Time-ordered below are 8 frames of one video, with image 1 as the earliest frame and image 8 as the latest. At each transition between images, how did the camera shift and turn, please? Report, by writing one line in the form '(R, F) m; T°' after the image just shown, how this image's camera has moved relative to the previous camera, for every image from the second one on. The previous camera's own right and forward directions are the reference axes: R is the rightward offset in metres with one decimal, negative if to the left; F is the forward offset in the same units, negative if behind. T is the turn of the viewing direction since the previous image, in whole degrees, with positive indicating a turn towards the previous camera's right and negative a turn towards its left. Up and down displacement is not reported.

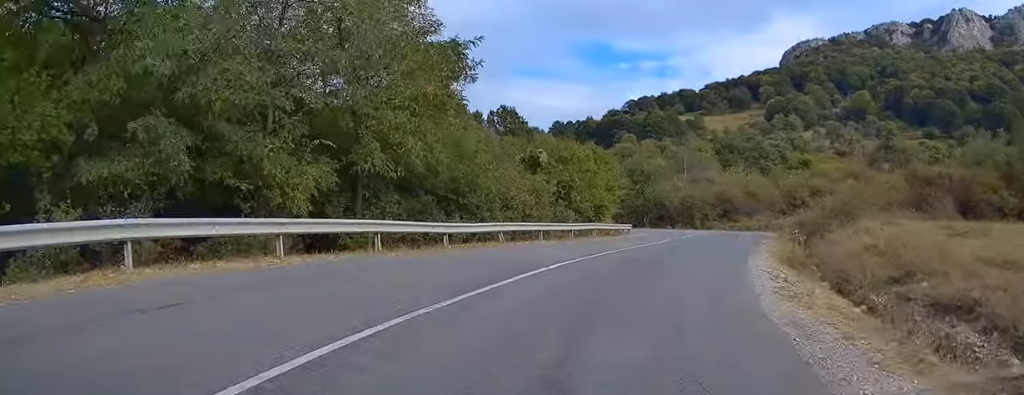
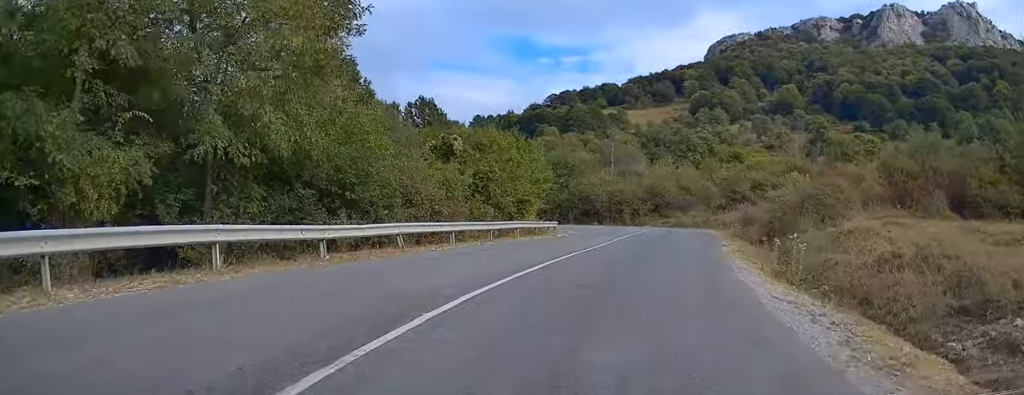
(+0.2, +5.0) m; +9°
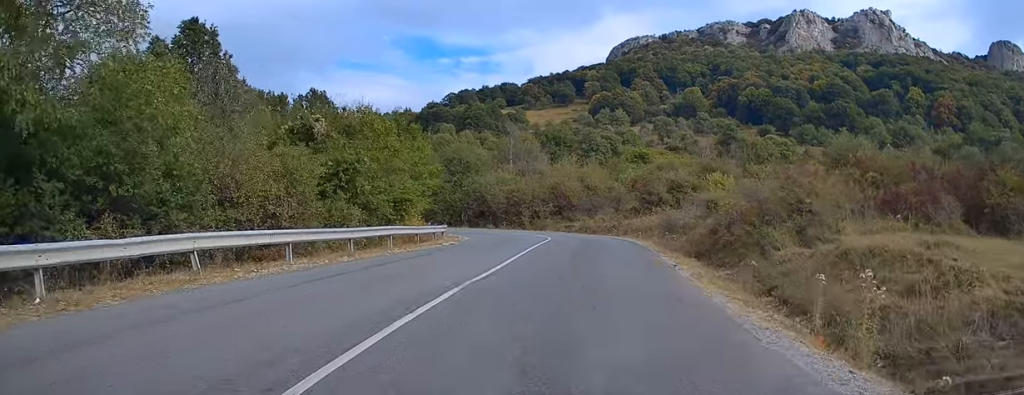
(+0.9, +6.7) m; +9°
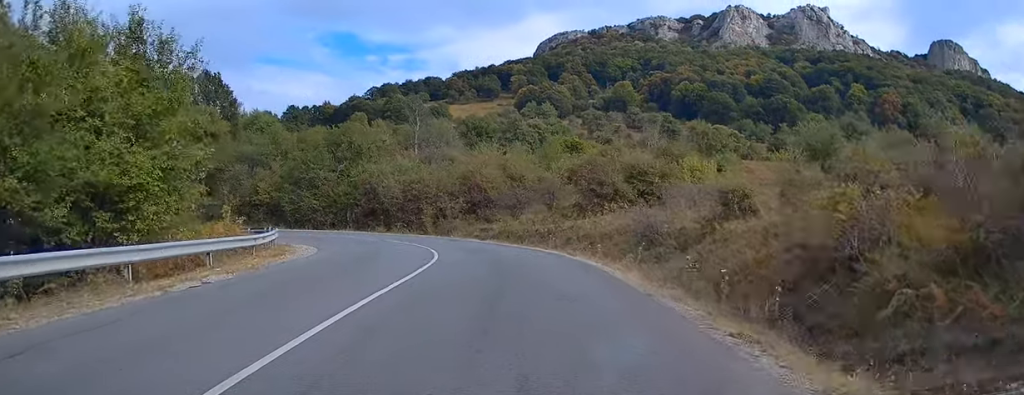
(+1.7, +15.4) m; +9°
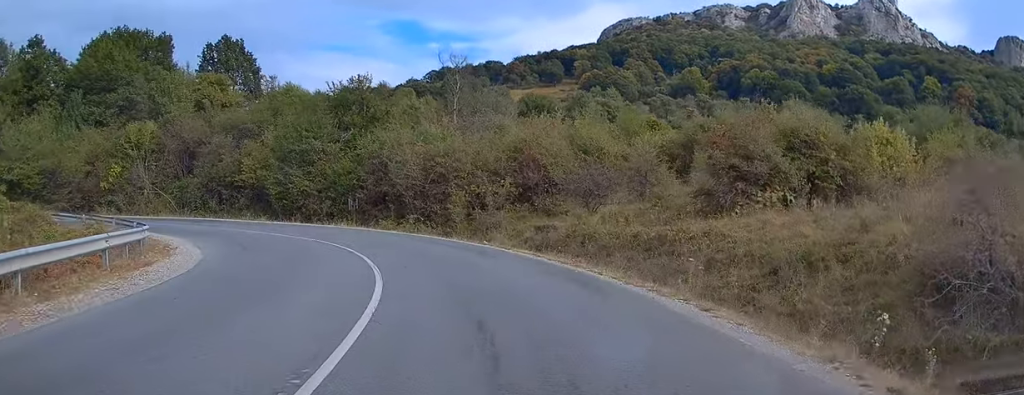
(-0.6, +14.9) m; -10°
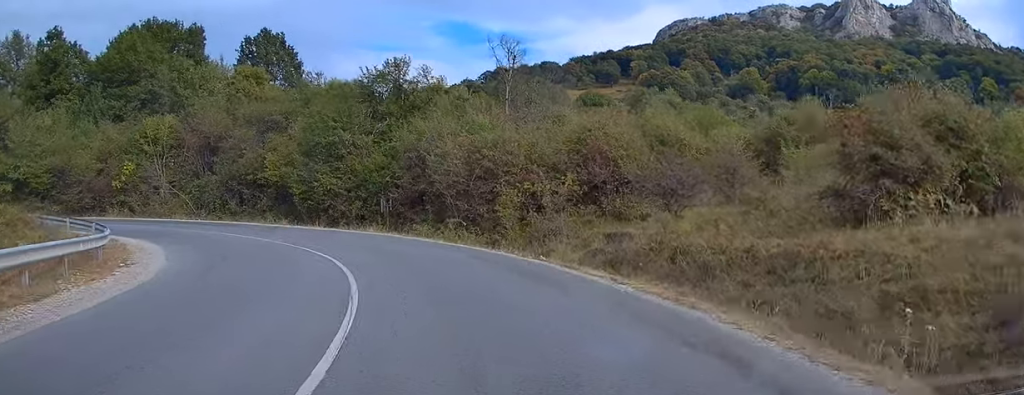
(-0.2, +5.4) m; -5°
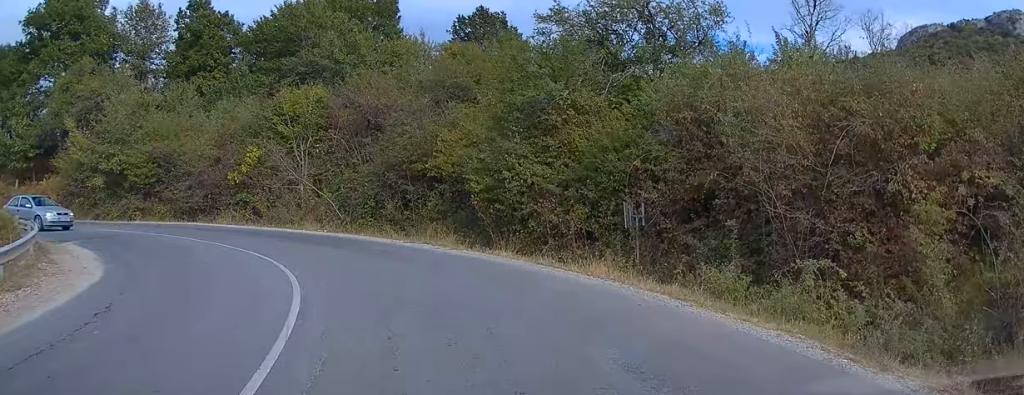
(-1.8, +14.6) m; -21°
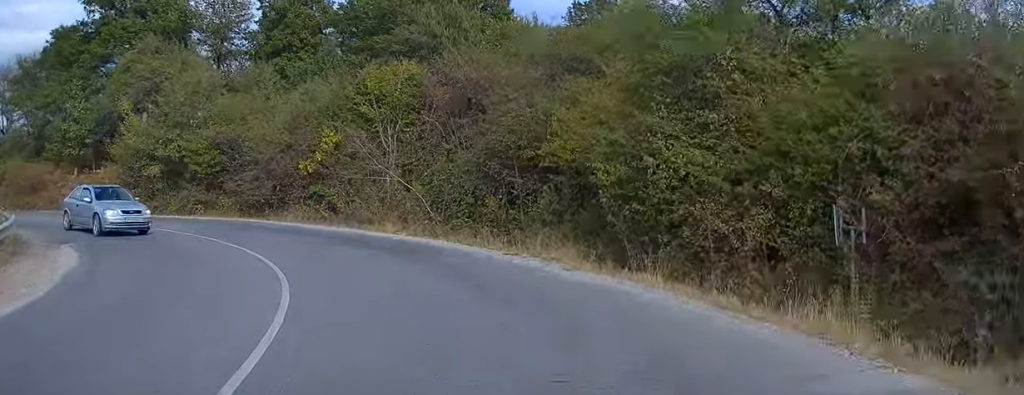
(-0.8, +5.5) m; -12°
